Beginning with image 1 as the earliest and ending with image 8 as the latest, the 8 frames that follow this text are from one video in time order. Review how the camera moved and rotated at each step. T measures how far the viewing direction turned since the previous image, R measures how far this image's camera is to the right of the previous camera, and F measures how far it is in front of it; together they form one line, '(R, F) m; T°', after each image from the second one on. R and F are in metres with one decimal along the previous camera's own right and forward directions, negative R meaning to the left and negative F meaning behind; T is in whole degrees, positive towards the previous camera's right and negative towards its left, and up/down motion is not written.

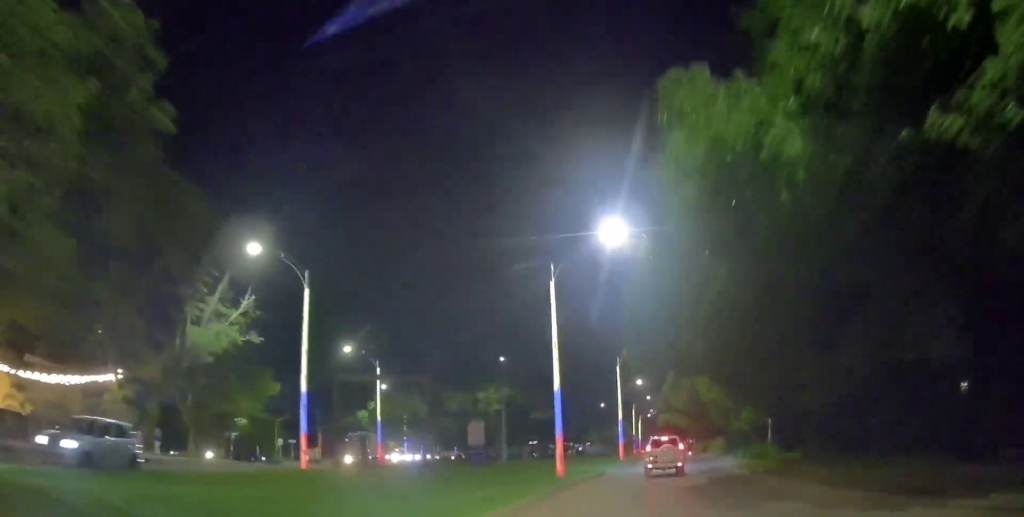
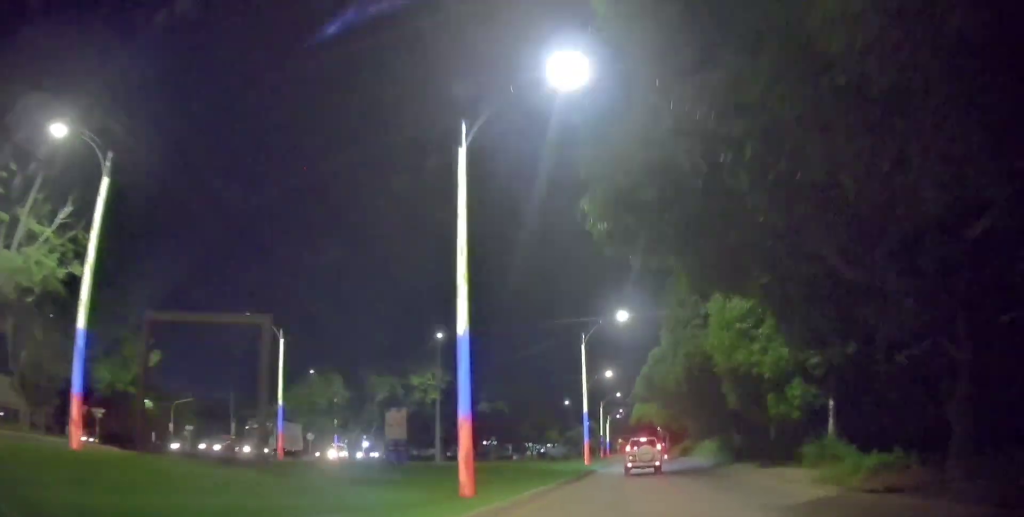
(+0.3, +12.7) m; +3°
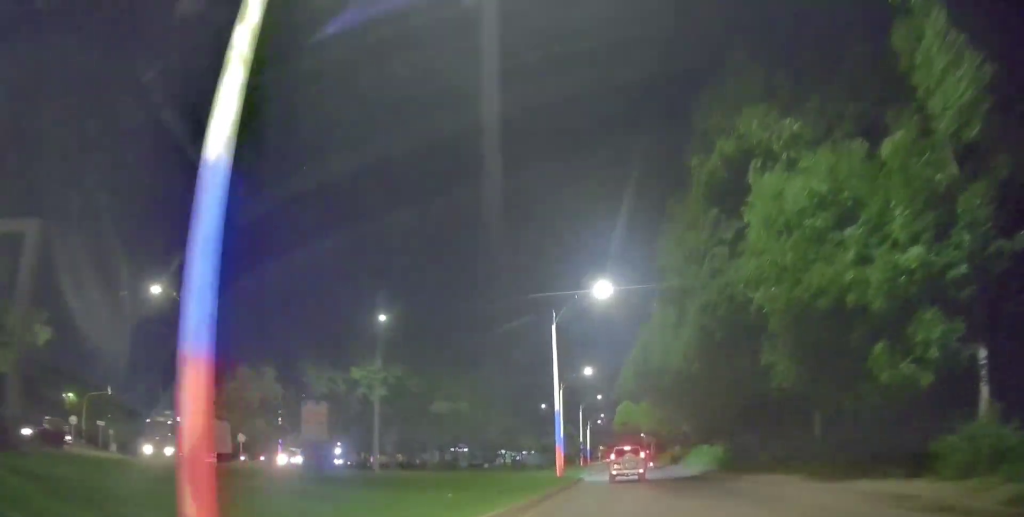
(-0.1, +9.3) m; +3°
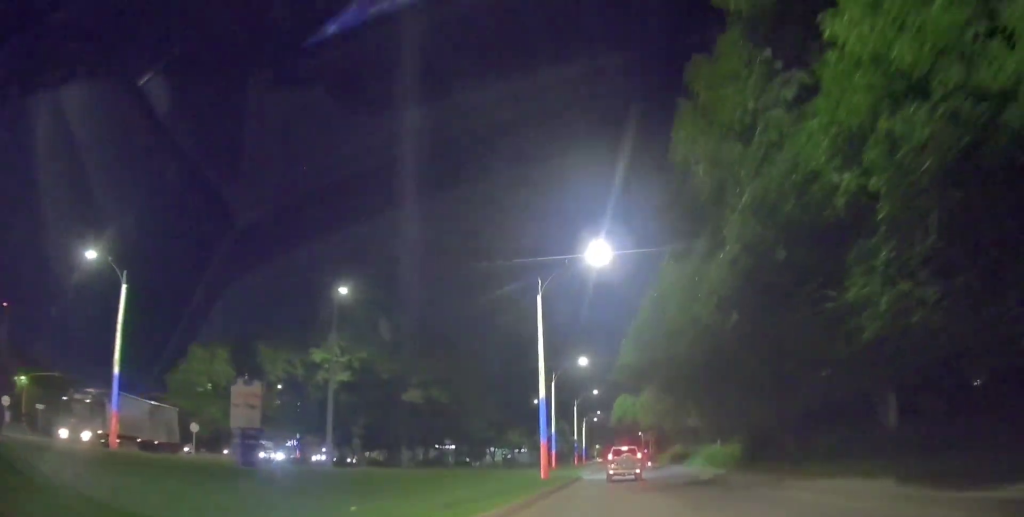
(+0.4, +6.4) m; +2°
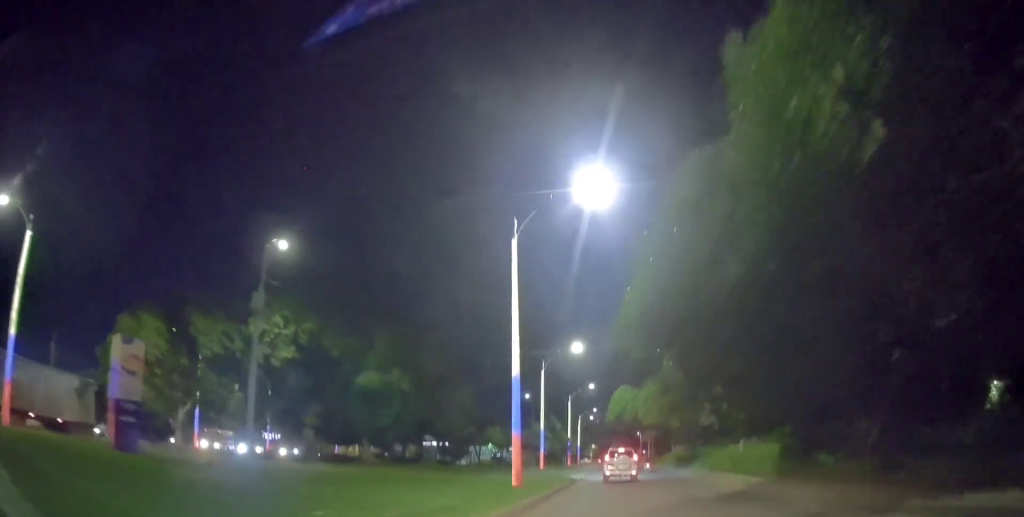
(+0.2, +7.7) m; +1°
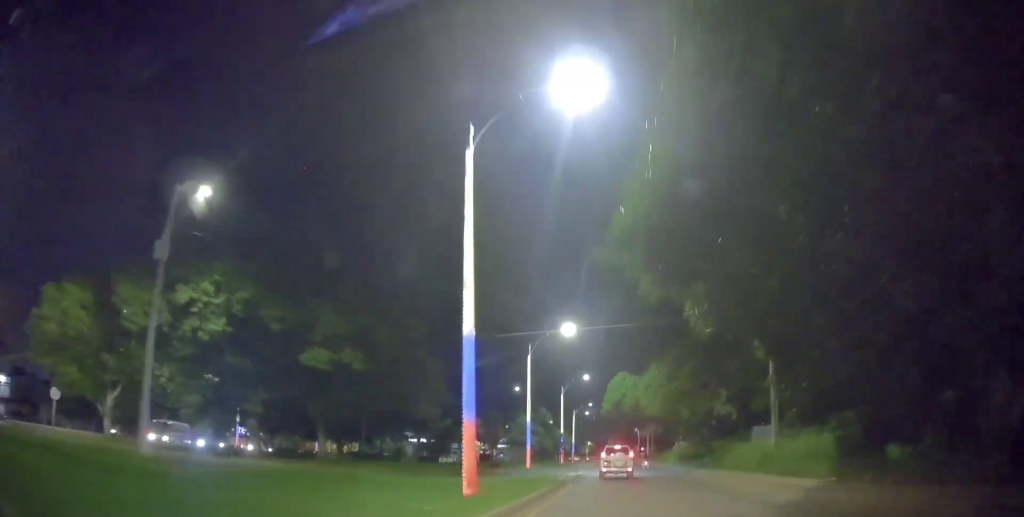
(0.0, +6.7) m; 0°
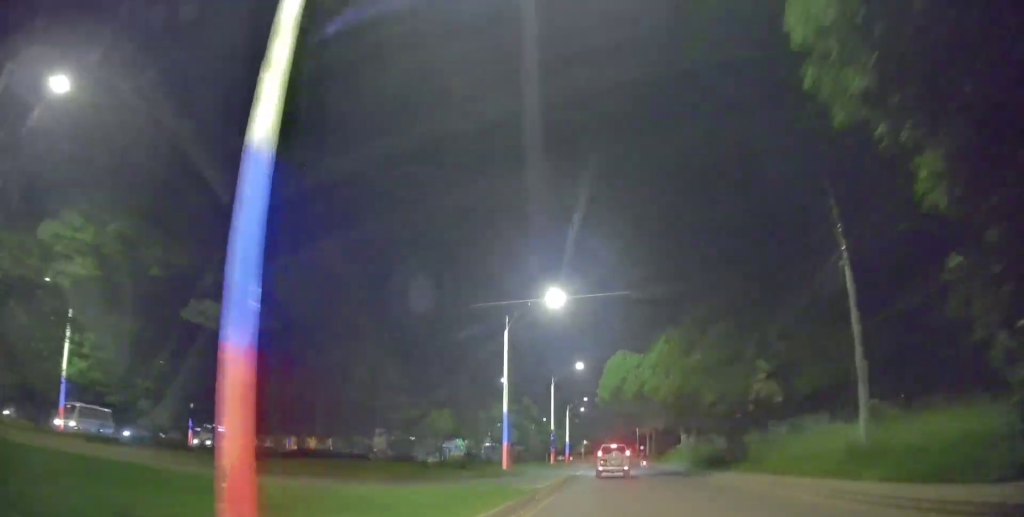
(0.0, +9.4) m; +1°
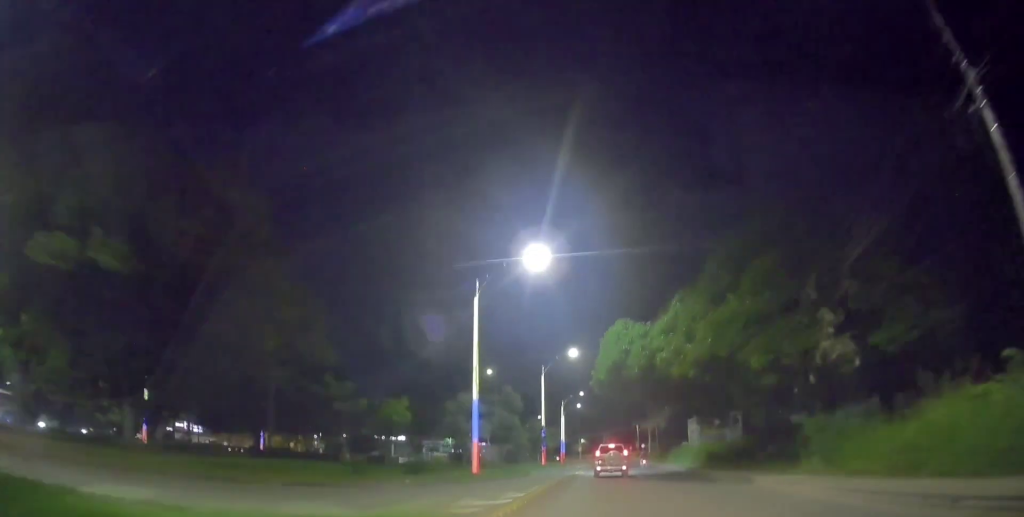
(0.0, +8.2) m; +1°
